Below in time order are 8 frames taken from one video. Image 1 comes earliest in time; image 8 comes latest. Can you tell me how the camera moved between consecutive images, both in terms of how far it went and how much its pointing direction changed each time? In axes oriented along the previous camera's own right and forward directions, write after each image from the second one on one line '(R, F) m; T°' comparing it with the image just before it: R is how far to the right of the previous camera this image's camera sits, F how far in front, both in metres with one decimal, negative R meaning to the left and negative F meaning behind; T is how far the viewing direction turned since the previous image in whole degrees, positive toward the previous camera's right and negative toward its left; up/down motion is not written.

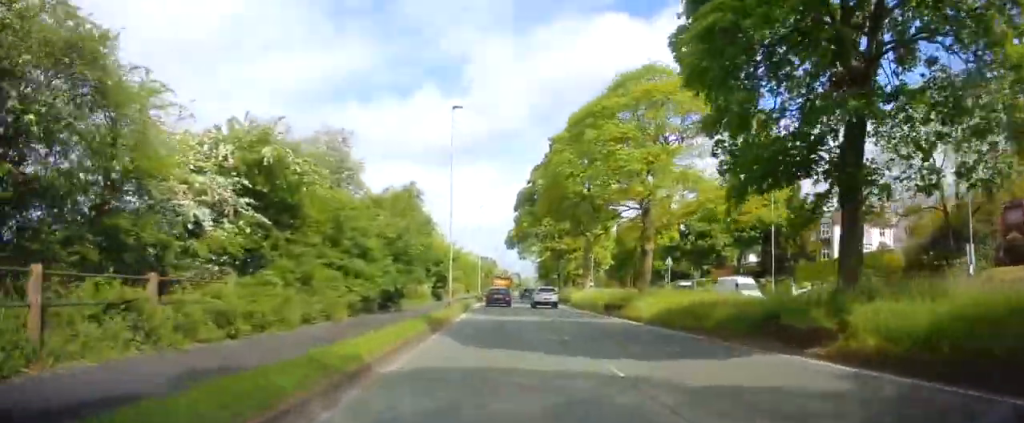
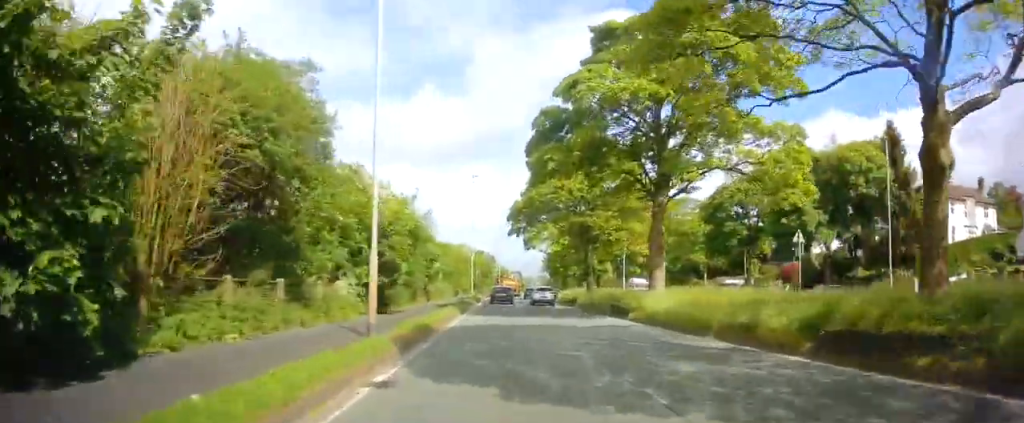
(0.0, +21.5) m; 0°
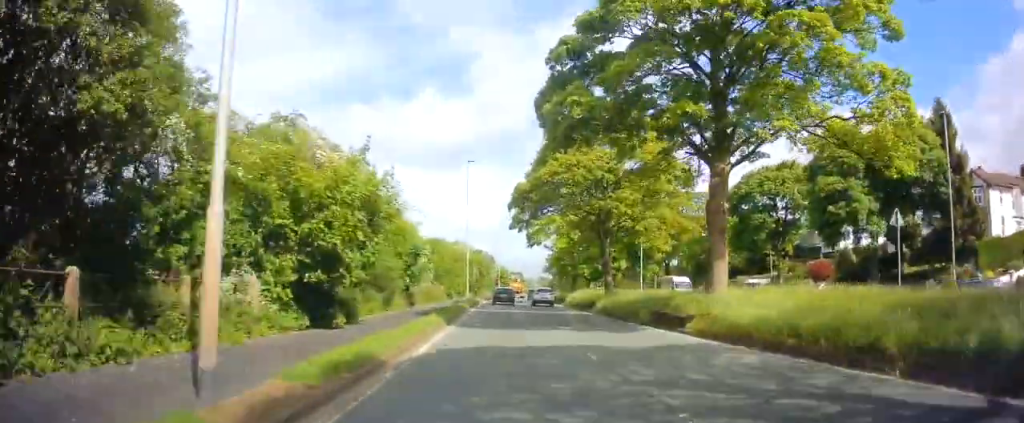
(0.0, +7.8) m; 0°
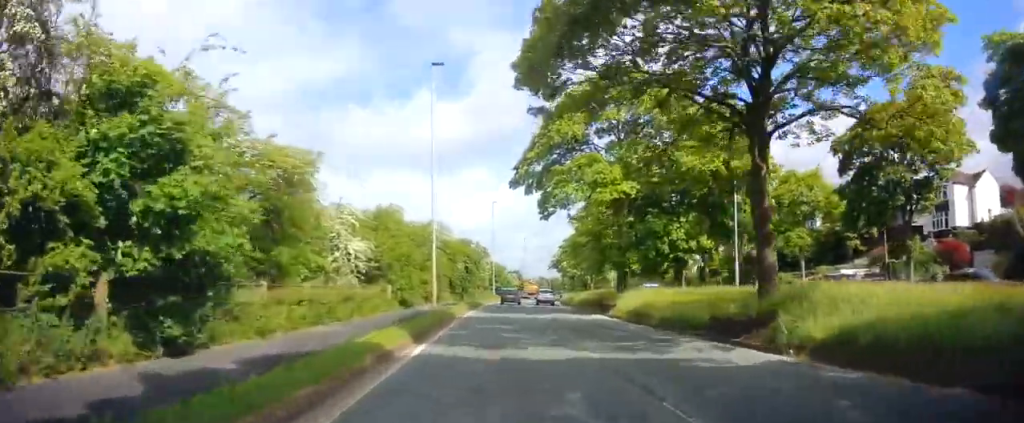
(+0.1, +23.4) m; +1°
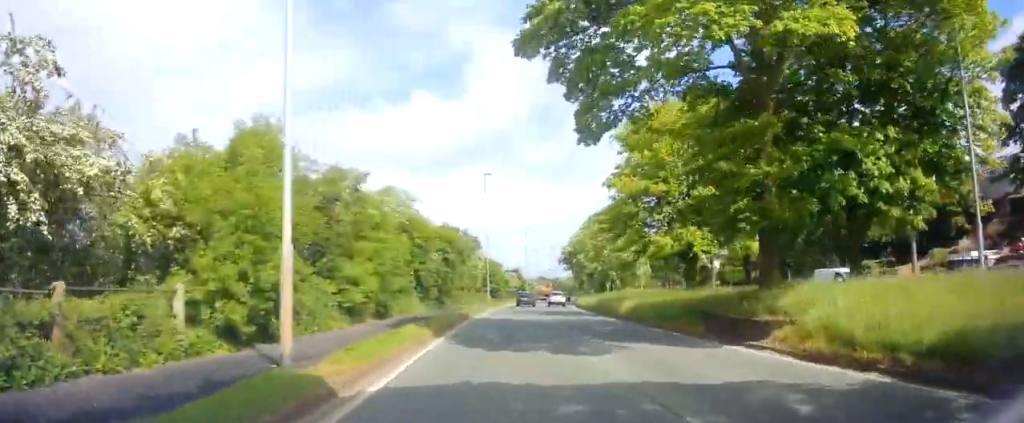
(+0.2, +18.6) m; +1°
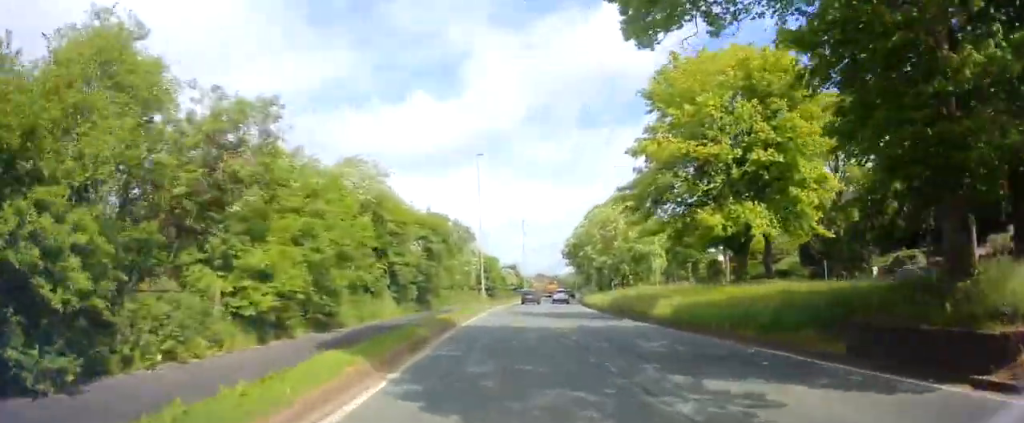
(0.0, +7.2) m; 0°
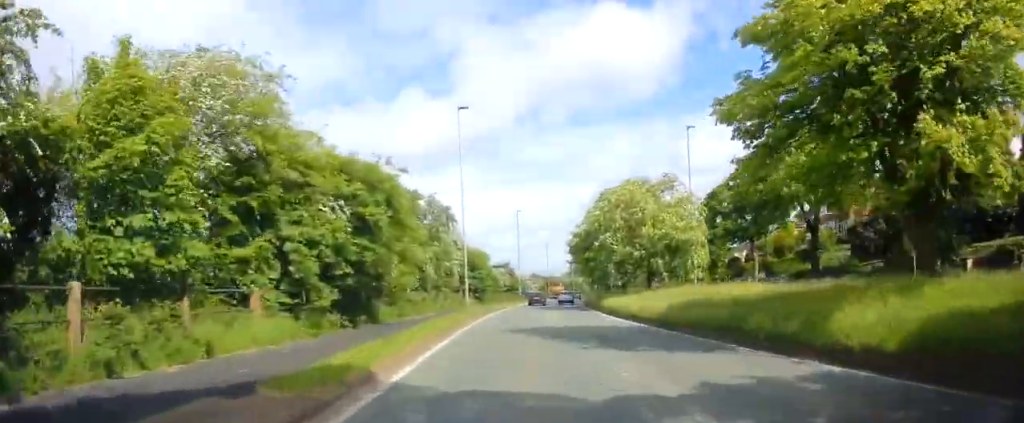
(0.0, +12.9) m; 0°
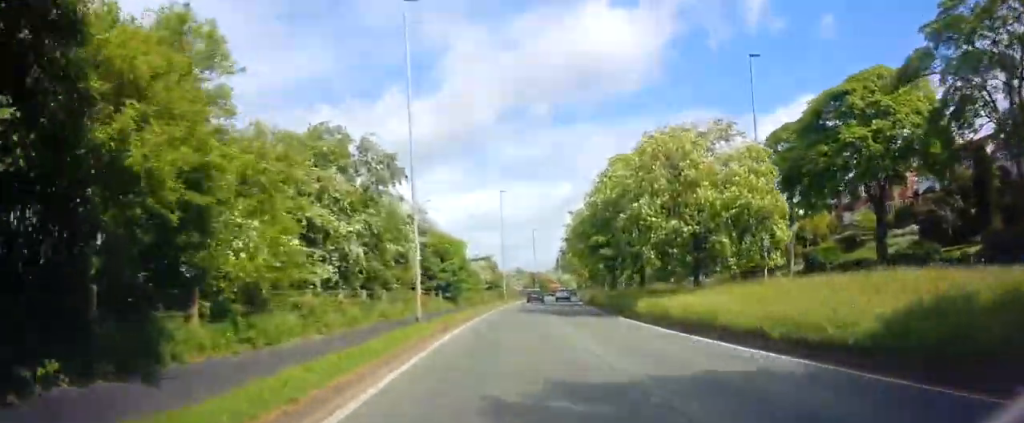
(0.0, +14.0) m; +1°
